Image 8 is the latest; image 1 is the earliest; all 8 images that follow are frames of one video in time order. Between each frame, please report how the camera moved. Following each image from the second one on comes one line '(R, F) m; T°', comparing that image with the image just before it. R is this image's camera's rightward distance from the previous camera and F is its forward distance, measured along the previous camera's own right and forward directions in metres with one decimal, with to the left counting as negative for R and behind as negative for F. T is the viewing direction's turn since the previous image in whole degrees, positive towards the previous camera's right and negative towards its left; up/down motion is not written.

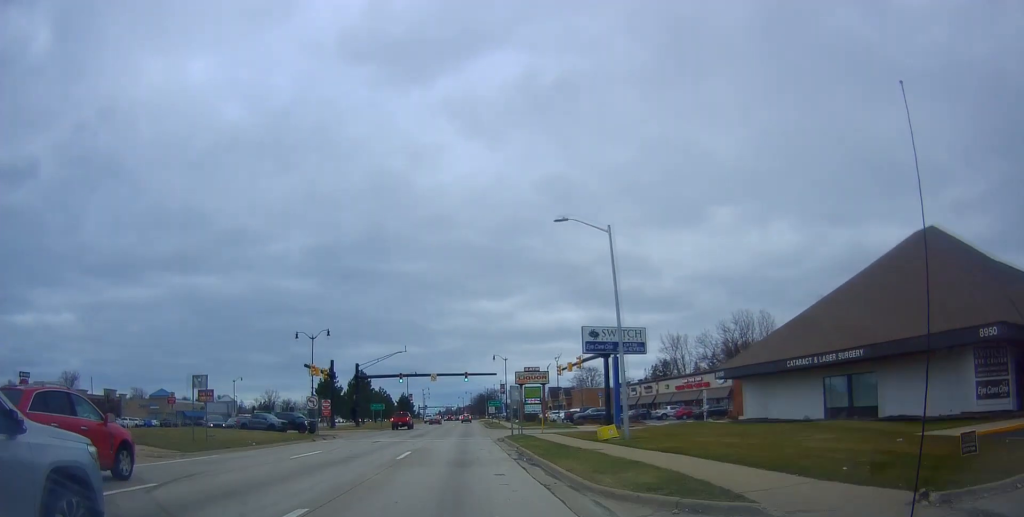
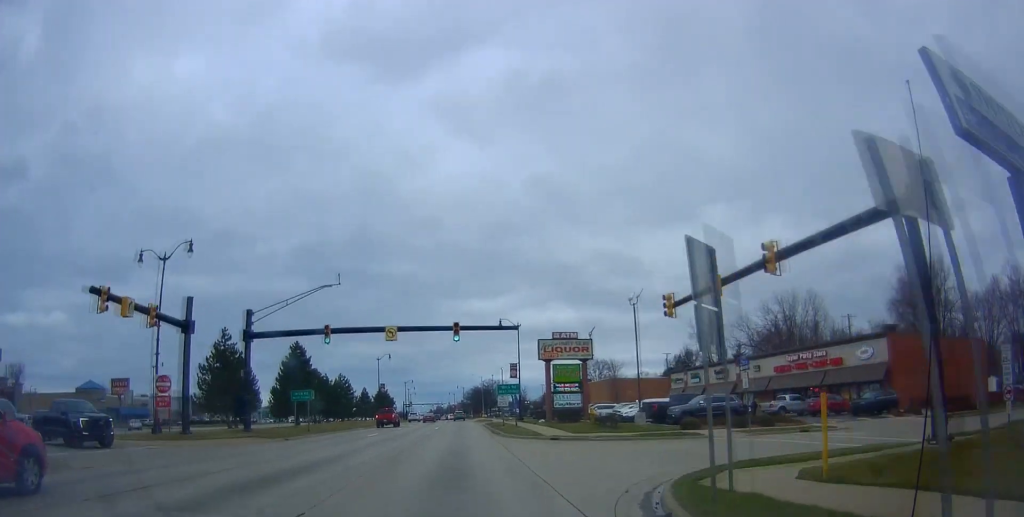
(-0.1, +35.0) m; 0°
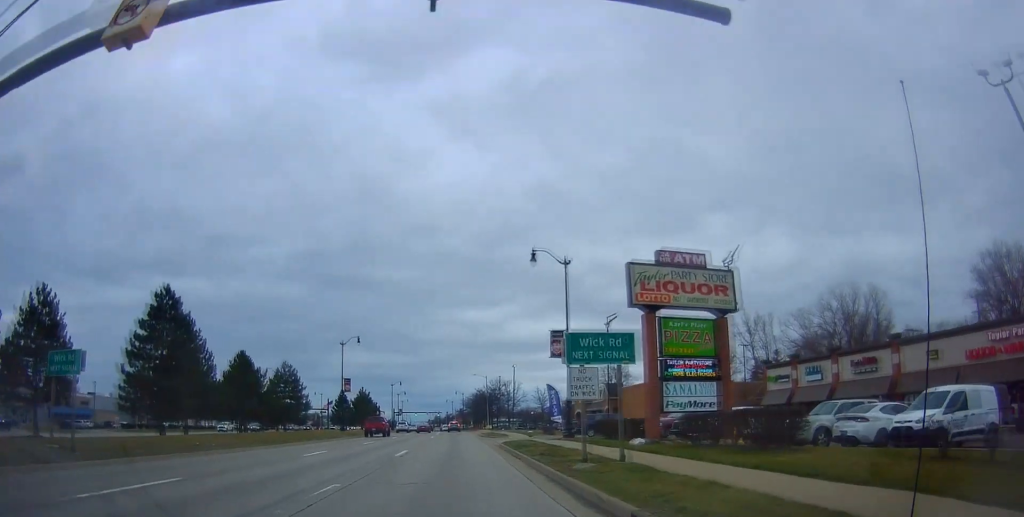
(+0.5, +30.0) m; 0°
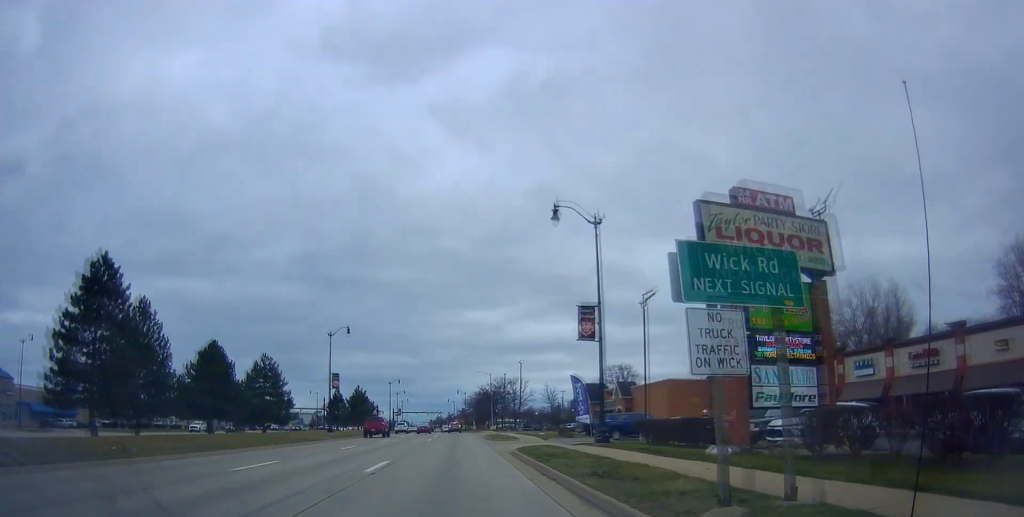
(0.0, +7.7) m; 0°
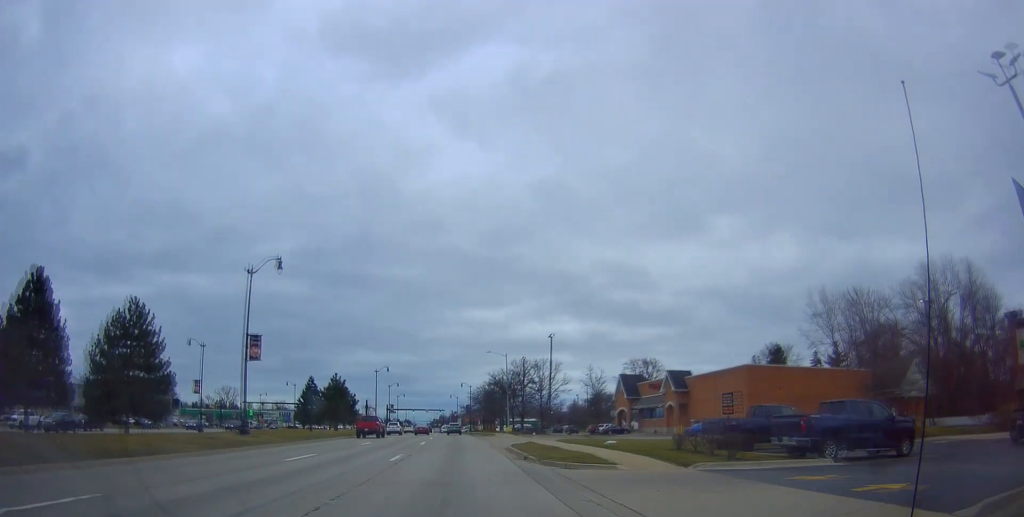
(-0.1, +26.0) m; +1°
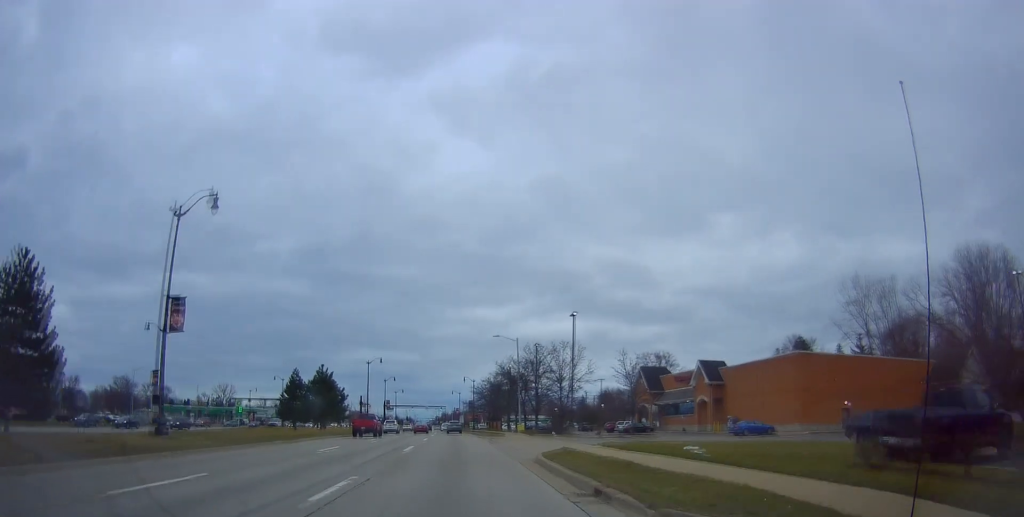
(+0.1, +11.3) m; 0°
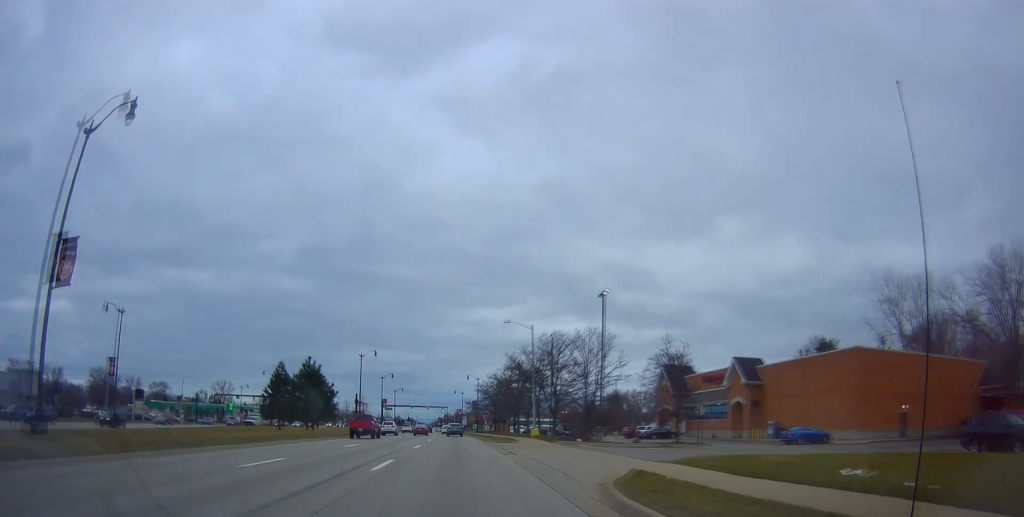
(0.0, +9.3) m; -1°
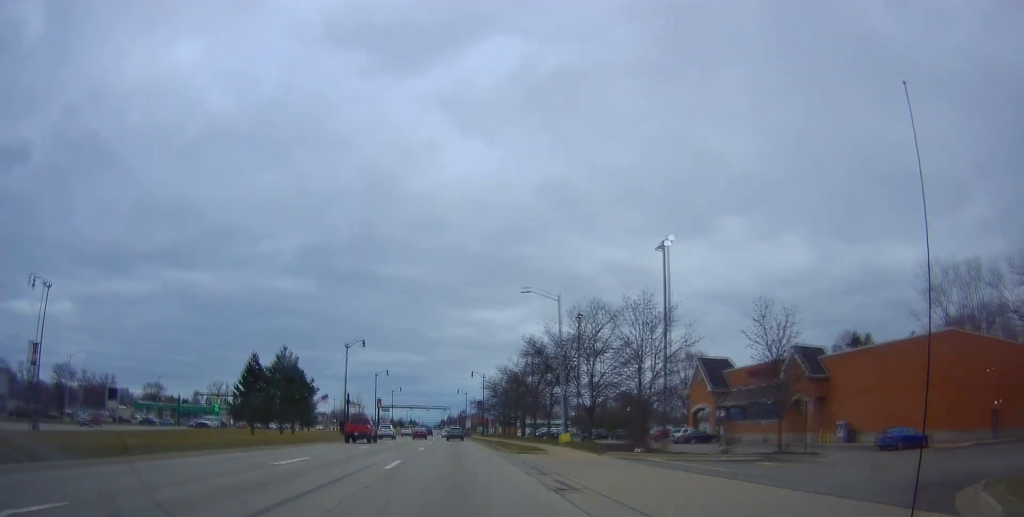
(-0.1, +12.4) m; -1°
